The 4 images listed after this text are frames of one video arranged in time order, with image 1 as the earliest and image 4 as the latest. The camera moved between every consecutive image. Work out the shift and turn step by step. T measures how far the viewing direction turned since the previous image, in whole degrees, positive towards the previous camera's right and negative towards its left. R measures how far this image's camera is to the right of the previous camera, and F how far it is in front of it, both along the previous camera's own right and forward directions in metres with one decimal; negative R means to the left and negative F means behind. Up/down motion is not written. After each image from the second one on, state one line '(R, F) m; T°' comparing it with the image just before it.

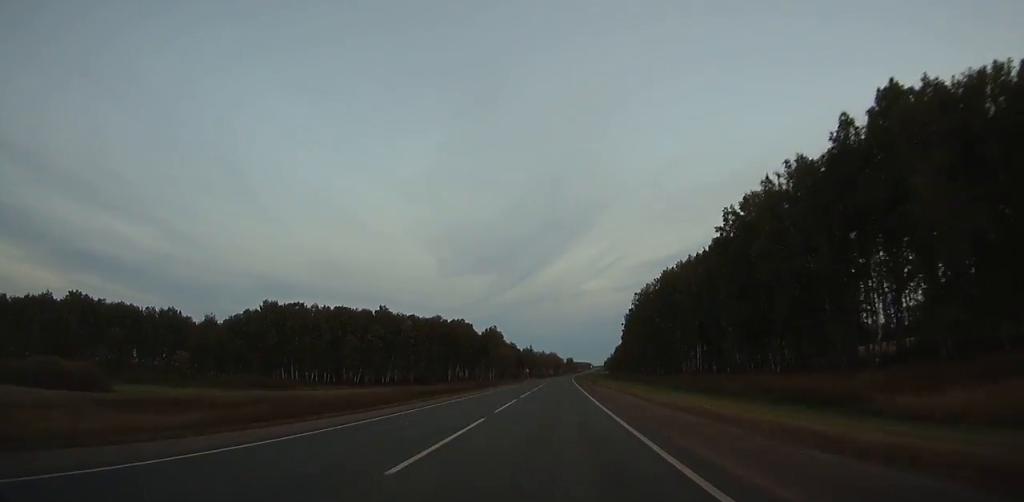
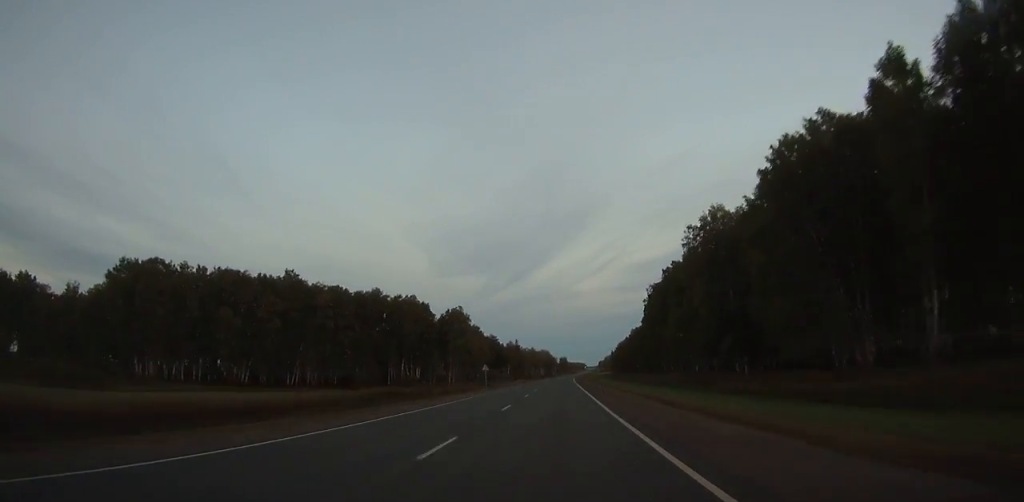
(+0.2, +70.9) m; +1°
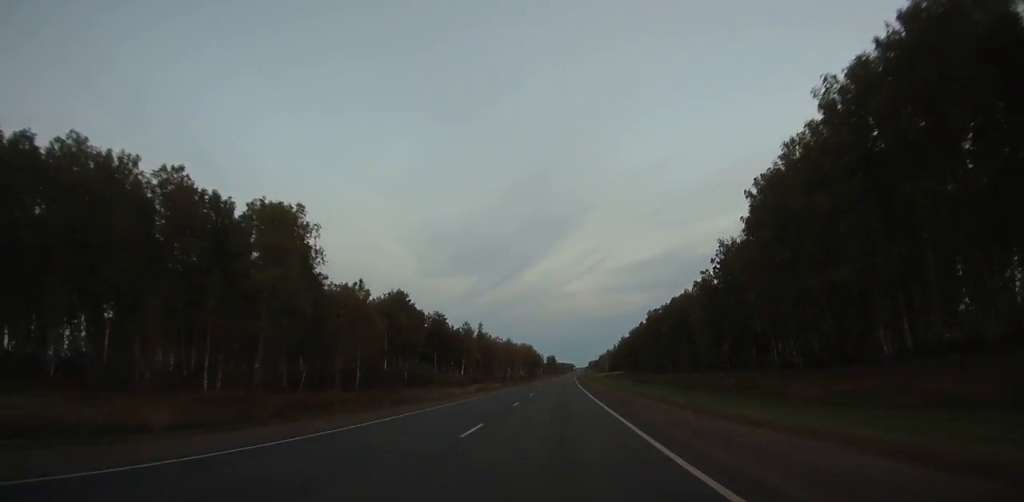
(+1.2, +105.4) m; +1°
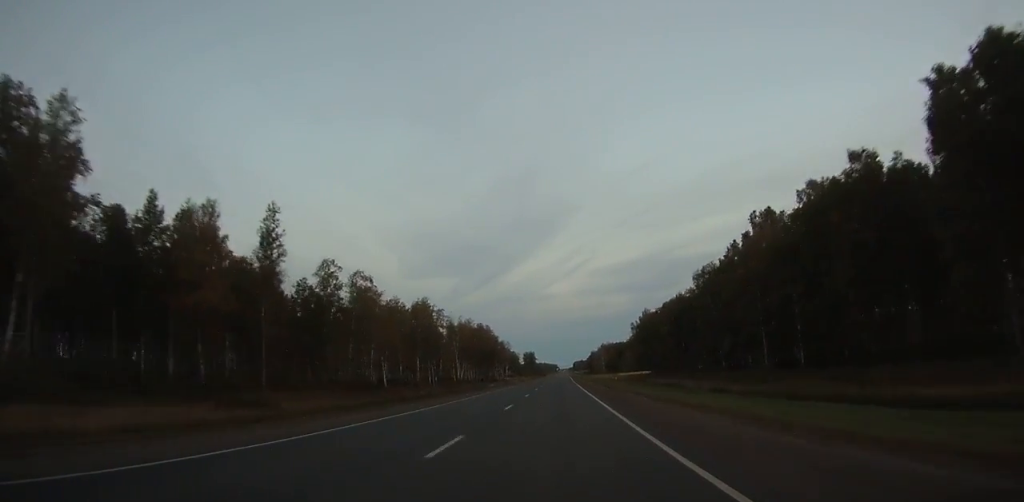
(+2.0, +147.0) m; +2°
